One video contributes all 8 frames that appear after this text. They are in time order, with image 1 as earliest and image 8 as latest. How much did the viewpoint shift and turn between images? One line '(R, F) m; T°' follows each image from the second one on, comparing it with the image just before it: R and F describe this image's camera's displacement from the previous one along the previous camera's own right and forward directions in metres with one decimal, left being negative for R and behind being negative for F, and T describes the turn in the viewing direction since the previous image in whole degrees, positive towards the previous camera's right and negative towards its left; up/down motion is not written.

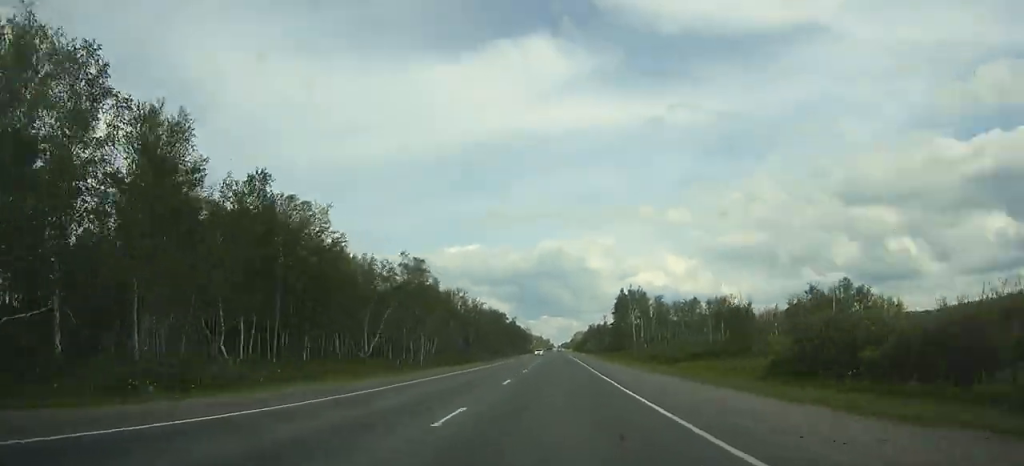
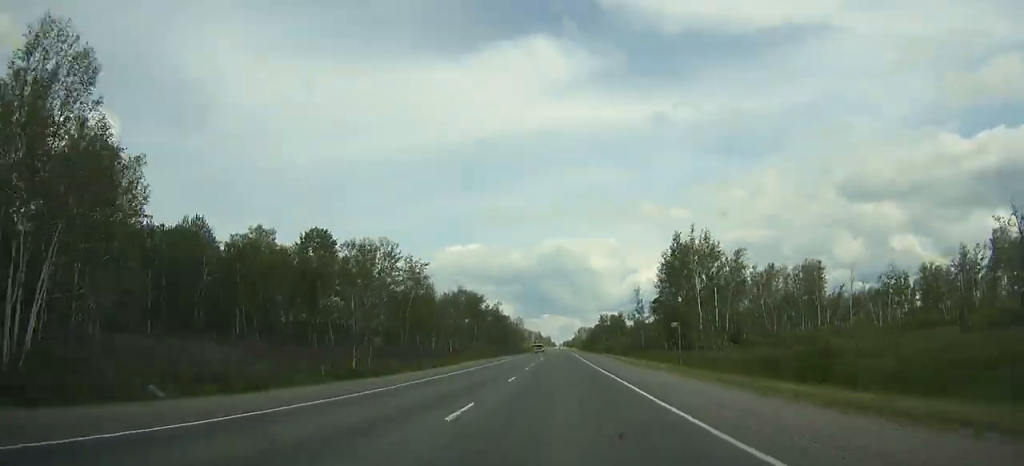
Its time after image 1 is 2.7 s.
(-0.2, +84.6) m; 0°
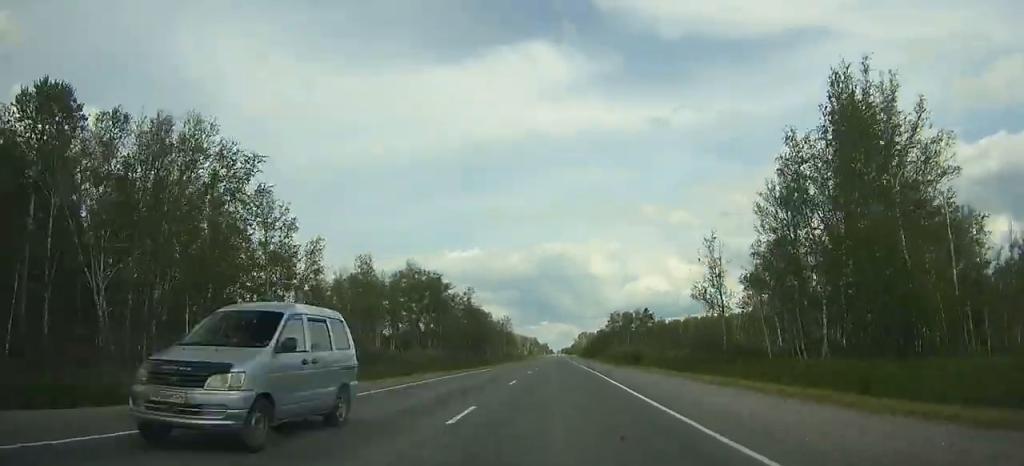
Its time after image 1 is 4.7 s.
(+0.1, +62.5) m; 0°
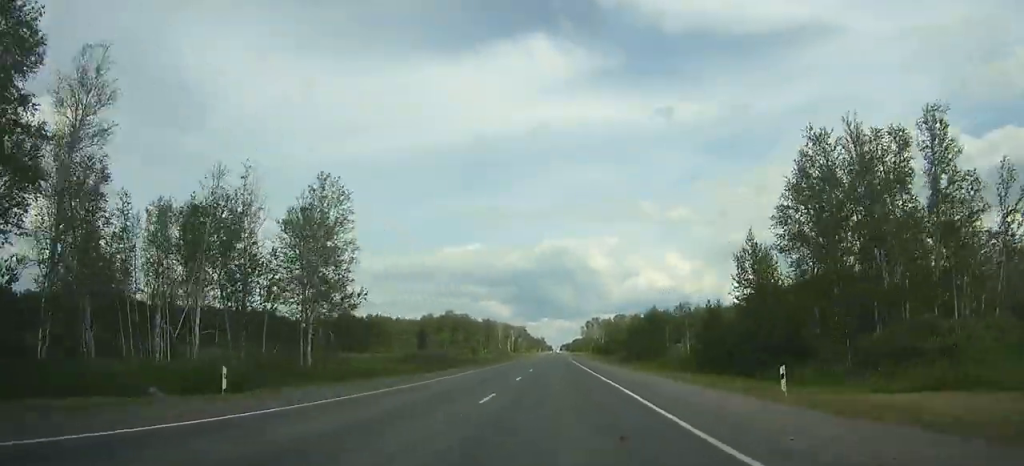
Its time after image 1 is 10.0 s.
(-0.2, +163.4) m; 0°
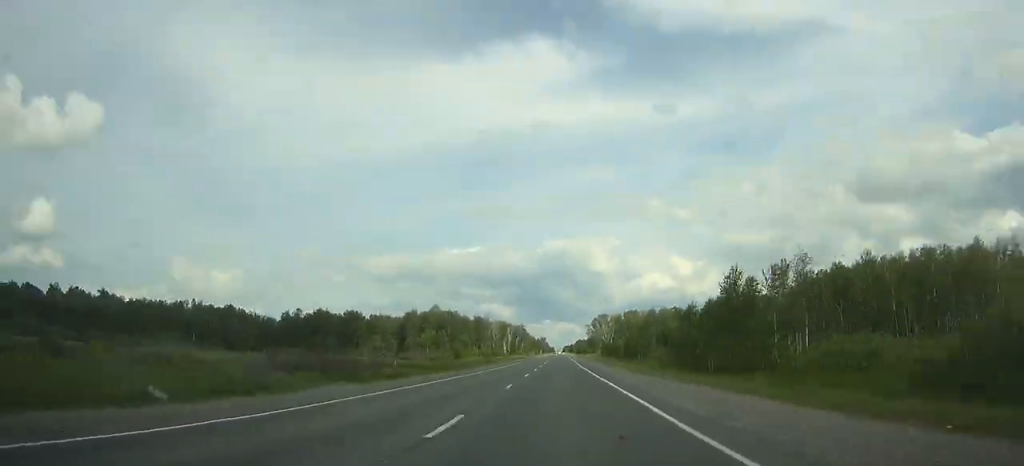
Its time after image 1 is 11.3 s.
(0.0, +38.8) m; 0°
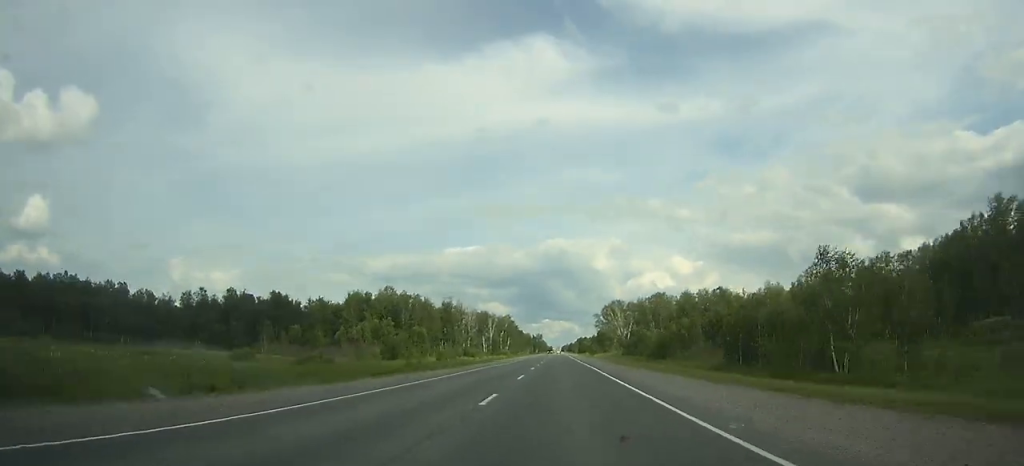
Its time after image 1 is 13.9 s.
(-0.1, +76.2) m; 0°
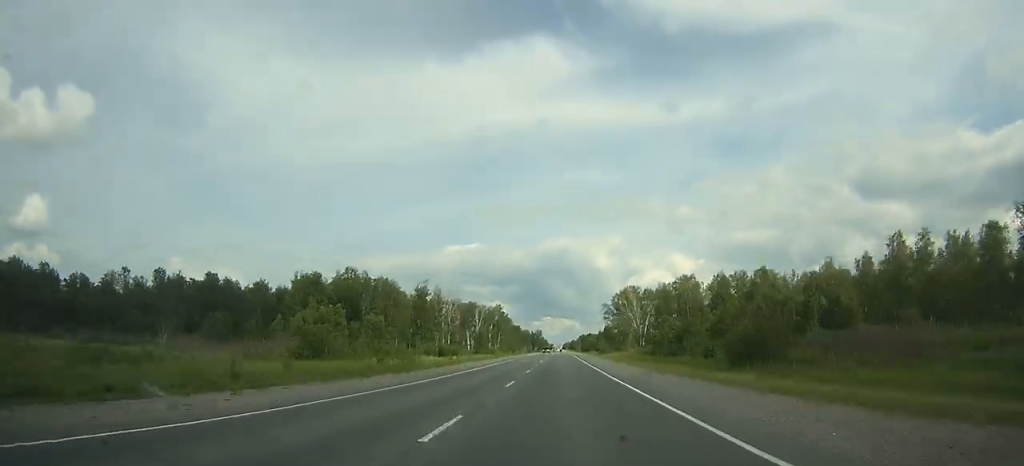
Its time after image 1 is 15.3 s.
(0.0, +39.4) m; 0°
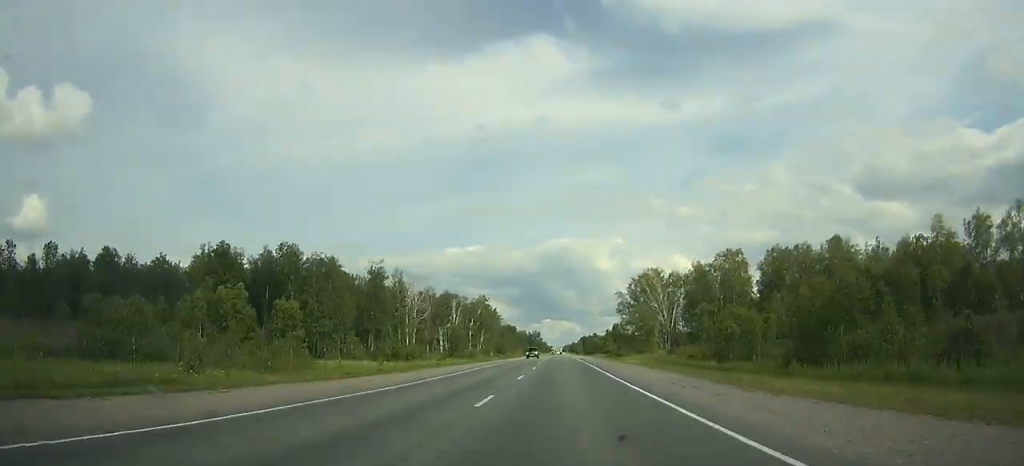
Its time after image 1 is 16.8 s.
(0.0, +41.8) m; 0°
